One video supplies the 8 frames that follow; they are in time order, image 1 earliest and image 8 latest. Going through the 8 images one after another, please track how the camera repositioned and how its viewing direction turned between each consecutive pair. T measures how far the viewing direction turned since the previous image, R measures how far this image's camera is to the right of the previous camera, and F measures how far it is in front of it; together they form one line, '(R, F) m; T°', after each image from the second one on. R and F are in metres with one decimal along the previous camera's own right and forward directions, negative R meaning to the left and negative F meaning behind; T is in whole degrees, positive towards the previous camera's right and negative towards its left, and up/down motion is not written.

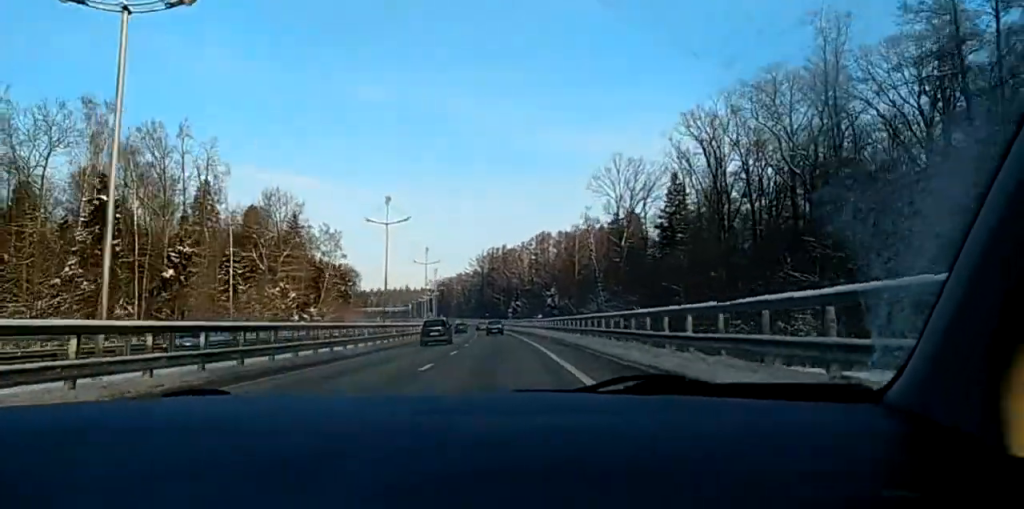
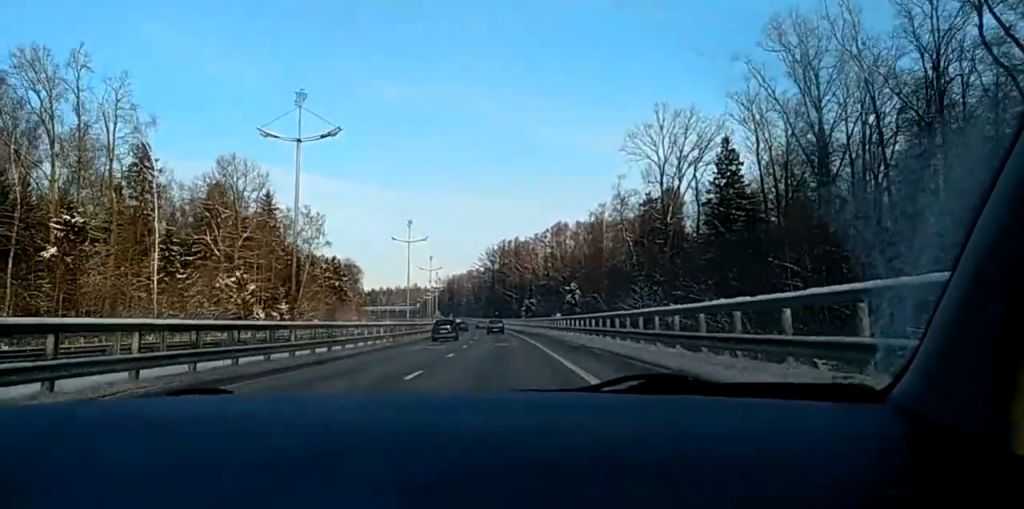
(-0.2, +30.0) m; -2°
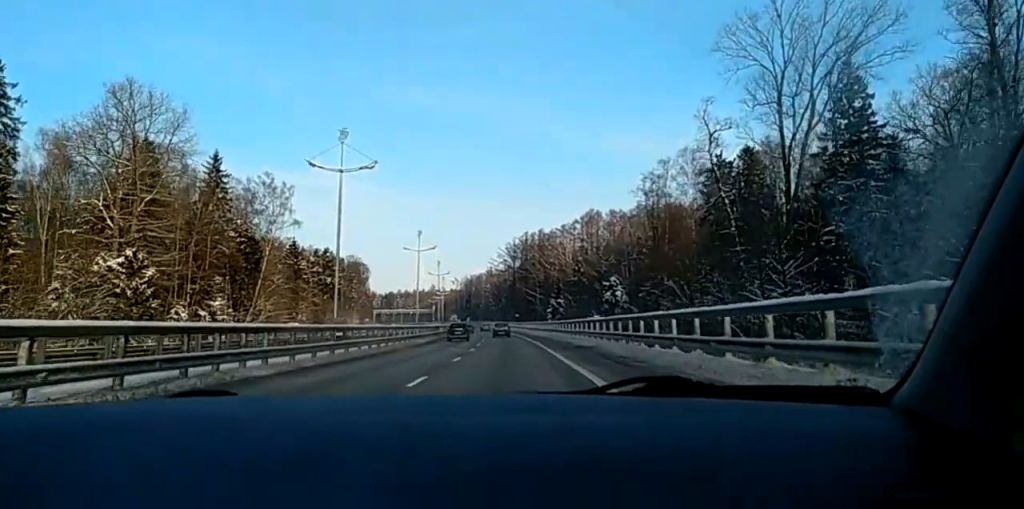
(-1.0, +39.0) m; -2°
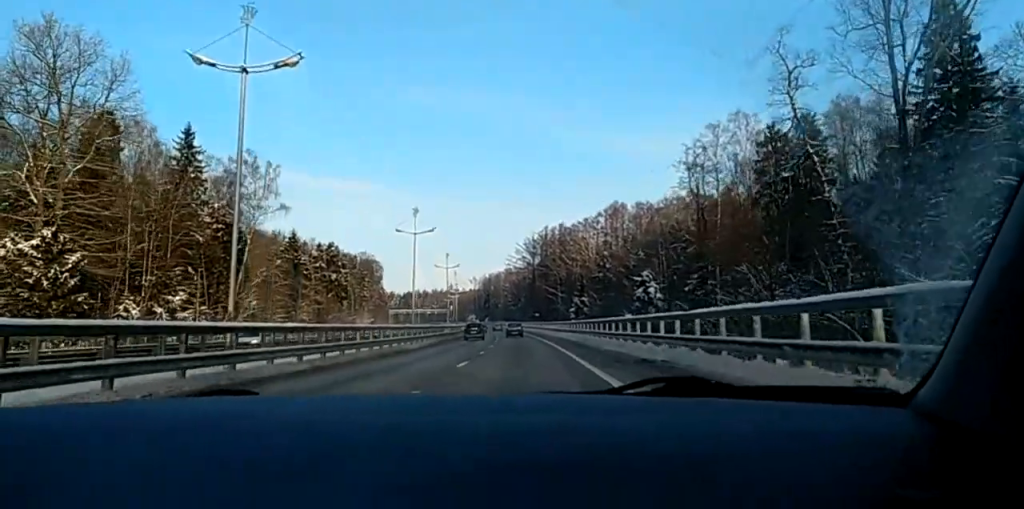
(-0.1, +16.2) m; -1°
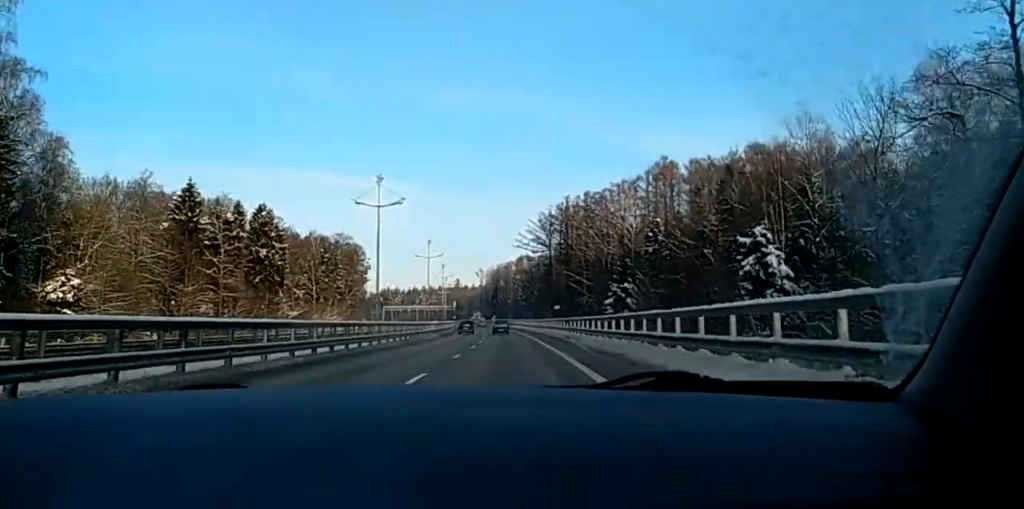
(-1.2, +56.4) m; -2°
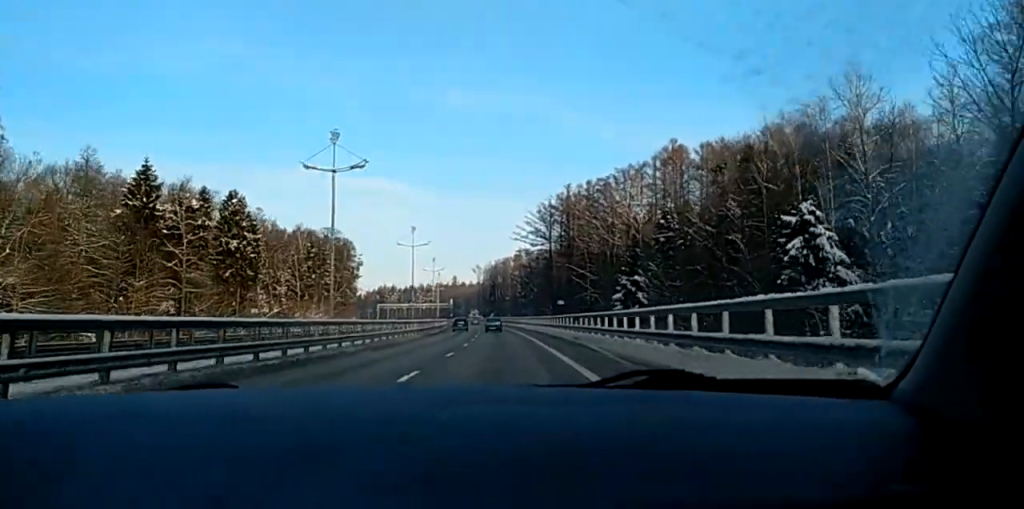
(0.0, +12.0) m; 0°
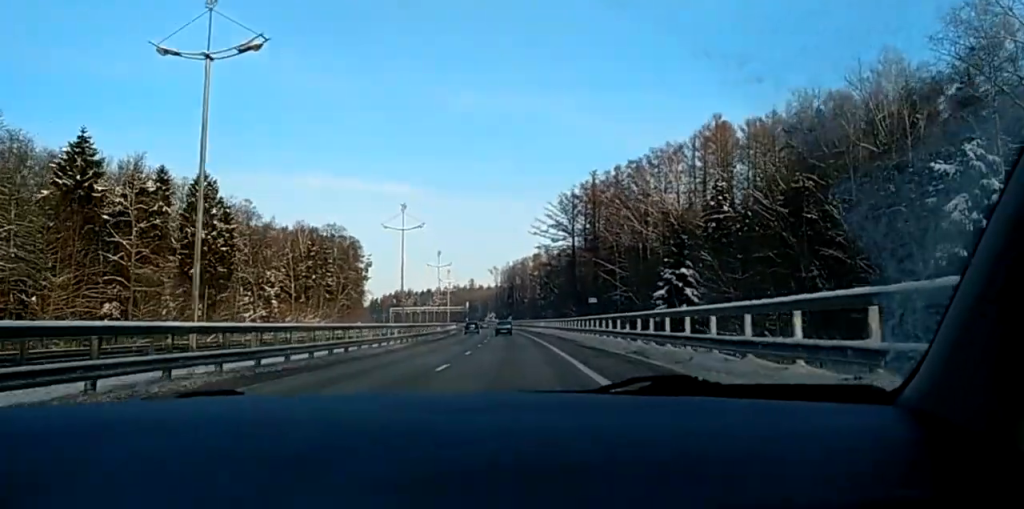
(0.0, +19.1) m; -1°
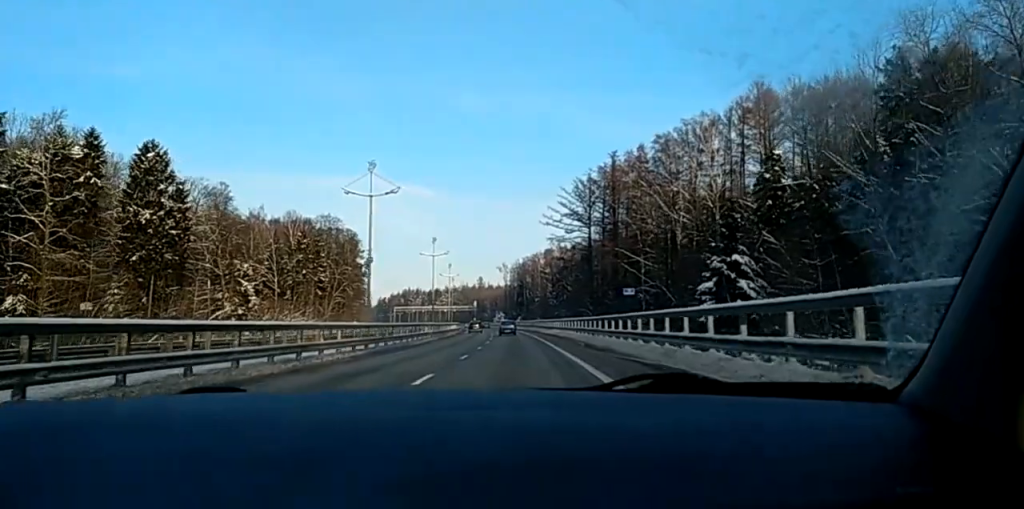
(-0.2, +17.2) m; 0°
